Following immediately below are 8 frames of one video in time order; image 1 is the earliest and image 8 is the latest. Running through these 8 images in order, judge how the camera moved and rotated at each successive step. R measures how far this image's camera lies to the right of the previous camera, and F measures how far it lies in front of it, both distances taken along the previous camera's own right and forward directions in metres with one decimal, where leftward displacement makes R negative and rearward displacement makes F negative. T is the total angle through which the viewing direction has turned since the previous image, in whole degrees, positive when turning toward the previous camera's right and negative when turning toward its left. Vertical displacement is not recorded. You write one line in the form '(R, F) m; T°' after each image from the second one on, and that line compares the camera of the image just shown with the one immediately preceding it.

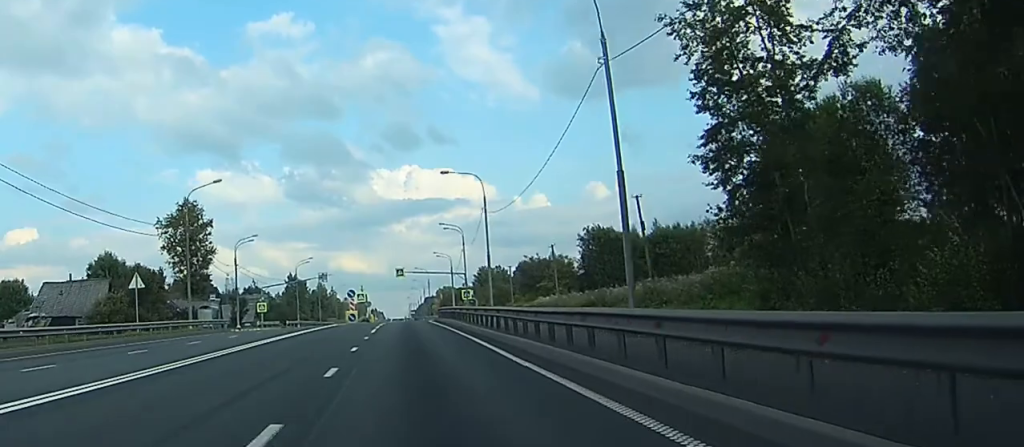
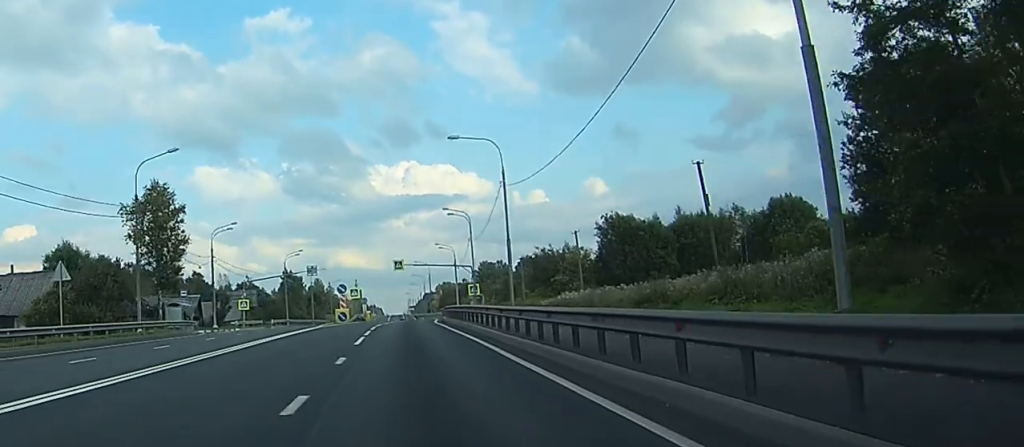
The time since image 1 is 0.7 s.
(0.0, +13.0) m; 0°
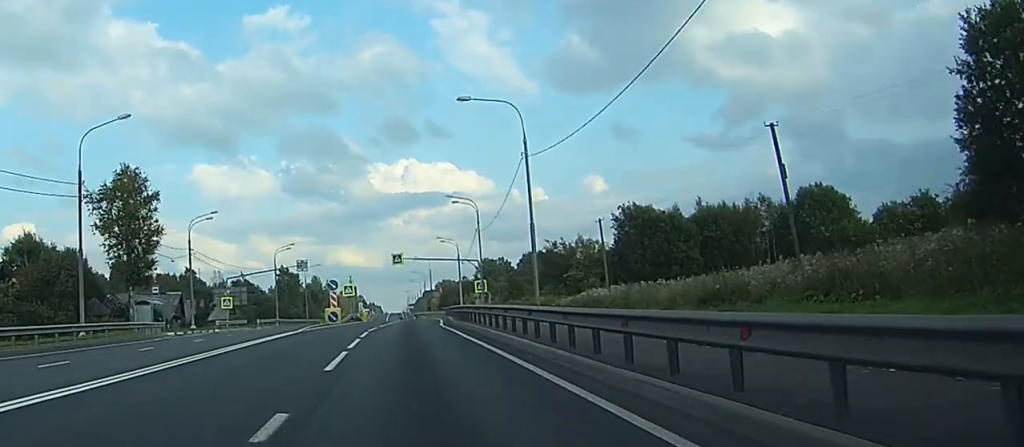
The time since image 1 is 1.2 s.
(+0.1, +9.8) m; 0°
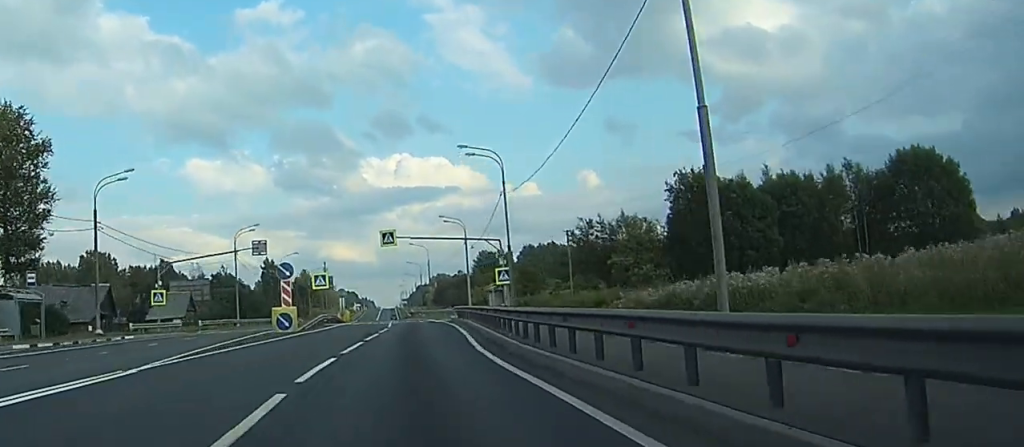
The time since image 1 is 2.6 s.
(+0.1, +25.2) m; 0°
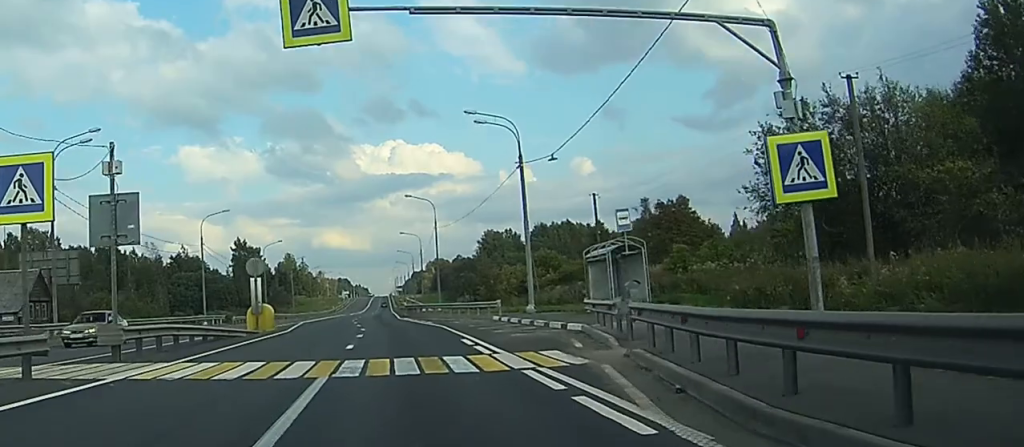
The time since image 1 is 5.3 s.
(+0.3, +51.1) m; 0°
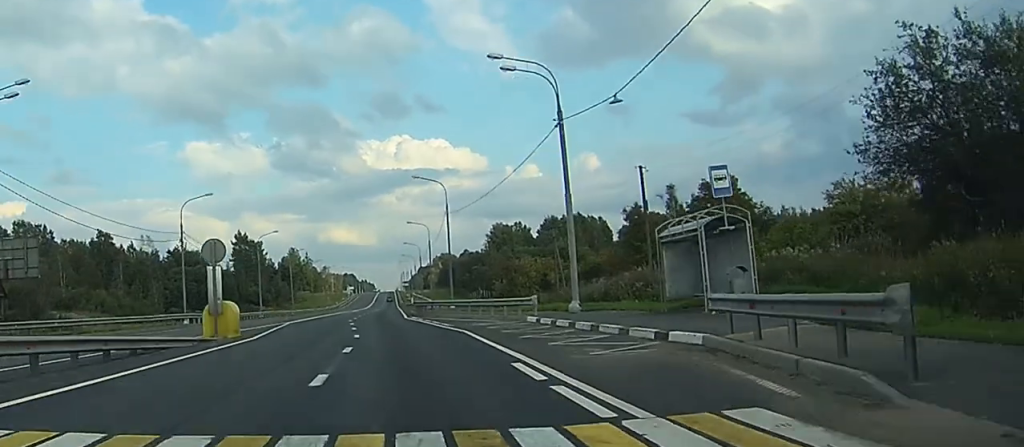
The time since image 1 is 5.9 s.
(0.0, +10.7) m; 0°
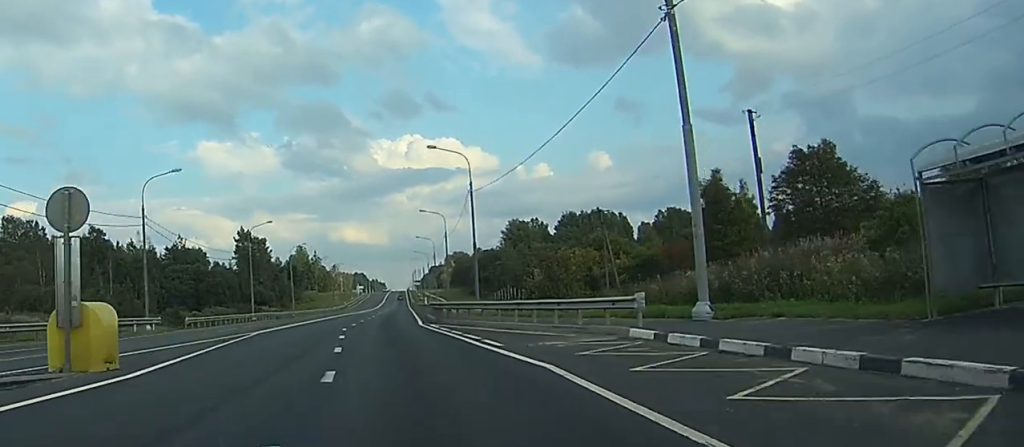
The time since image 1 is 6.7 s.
(-0.1, +15.1) m; -1°
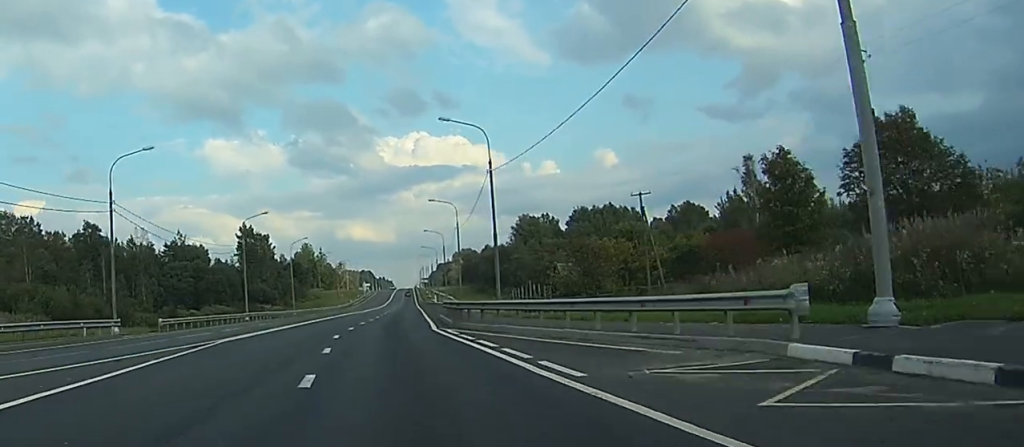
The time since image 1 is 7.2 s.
(-0.1, +8.8) m; 0°
